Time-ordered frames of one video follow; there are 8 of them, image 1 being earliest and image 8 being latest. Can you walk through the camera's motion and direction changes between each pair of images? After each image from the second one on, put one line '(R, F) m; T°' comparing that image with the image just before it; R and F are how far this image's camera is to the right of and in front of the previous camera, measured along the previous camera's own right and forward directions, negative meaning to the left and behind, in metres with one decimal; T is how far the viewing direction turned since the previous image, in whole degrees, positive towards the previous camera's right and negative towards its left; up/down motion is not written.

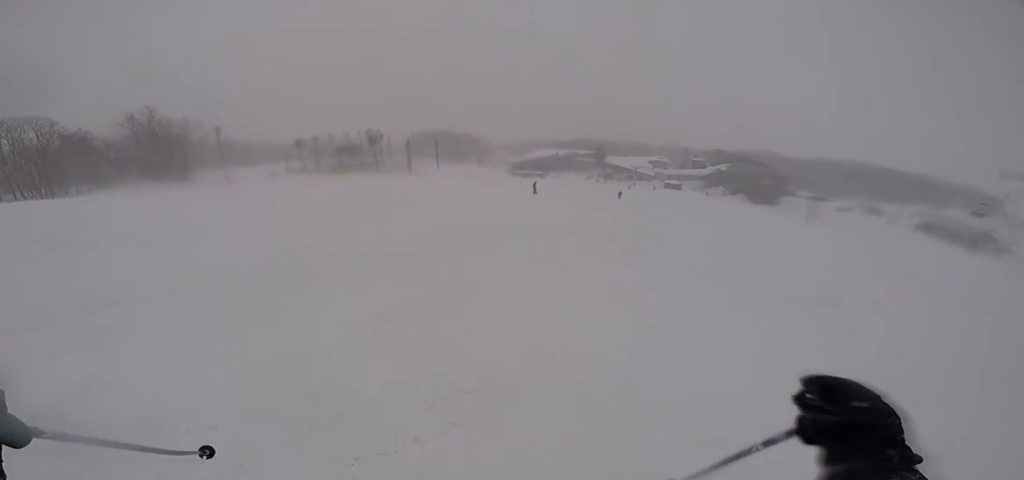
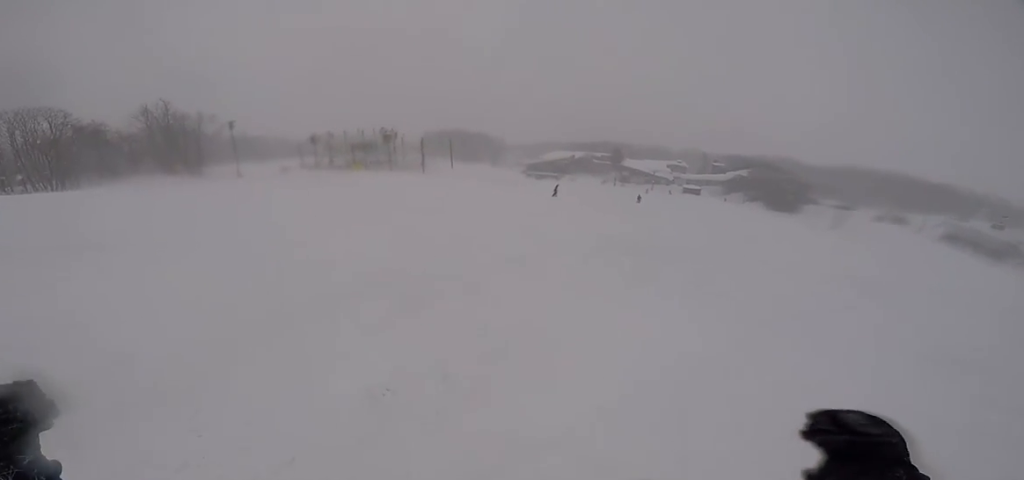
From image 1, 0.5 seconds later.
(0.0, +2.0) m; -7°
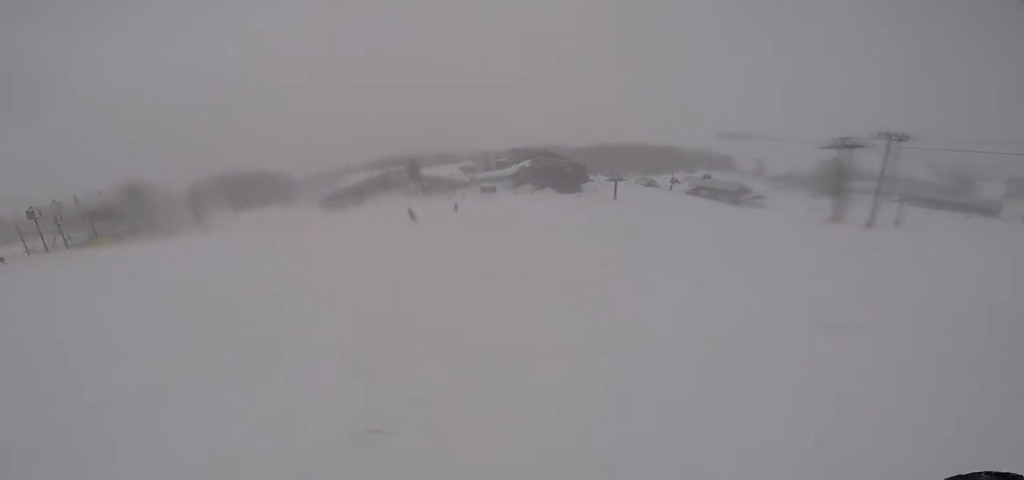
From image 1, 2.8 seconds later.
(-0.4, +9.7) m; +21°
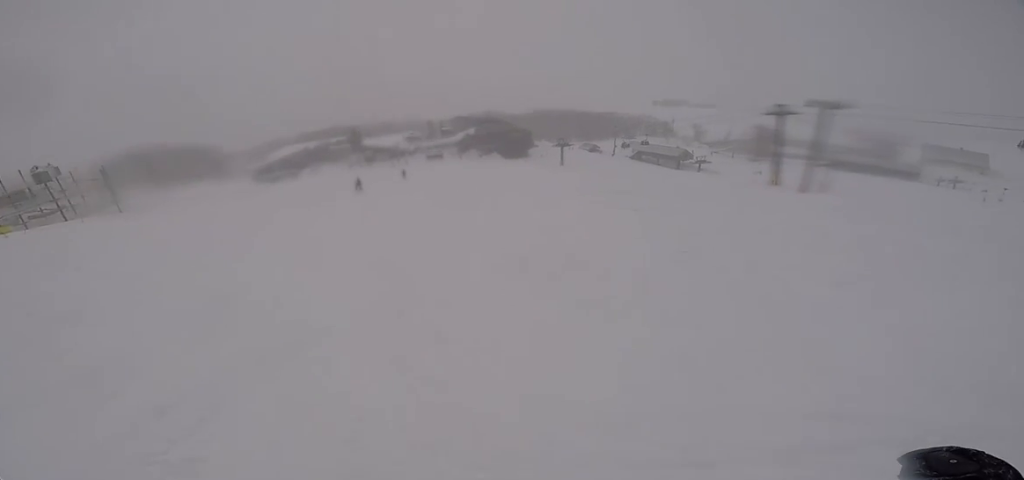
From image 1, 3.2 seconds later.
(0.0, +2.3) m; +13°
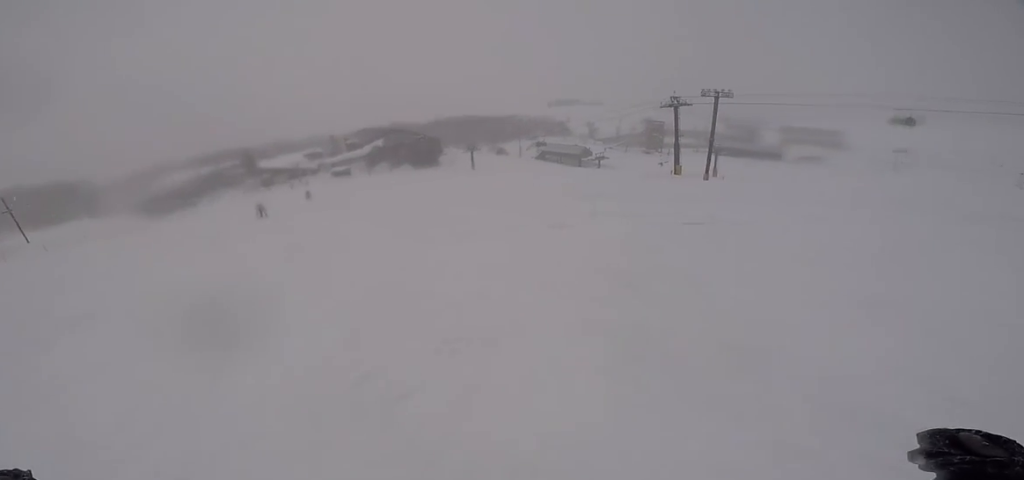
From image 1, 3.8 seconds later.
(+0.6, +2.8) m; +13°
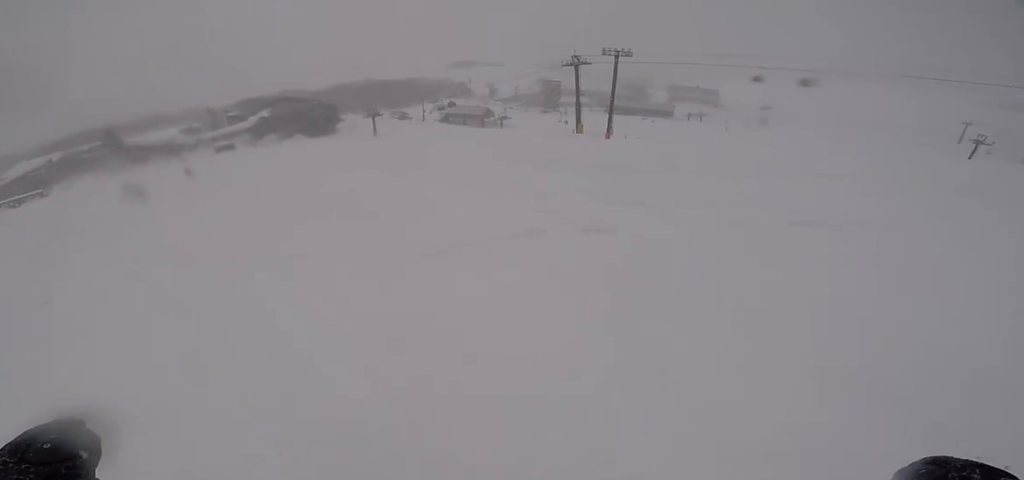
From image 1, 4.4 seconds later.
(+0.4, +3.3) m; +13°
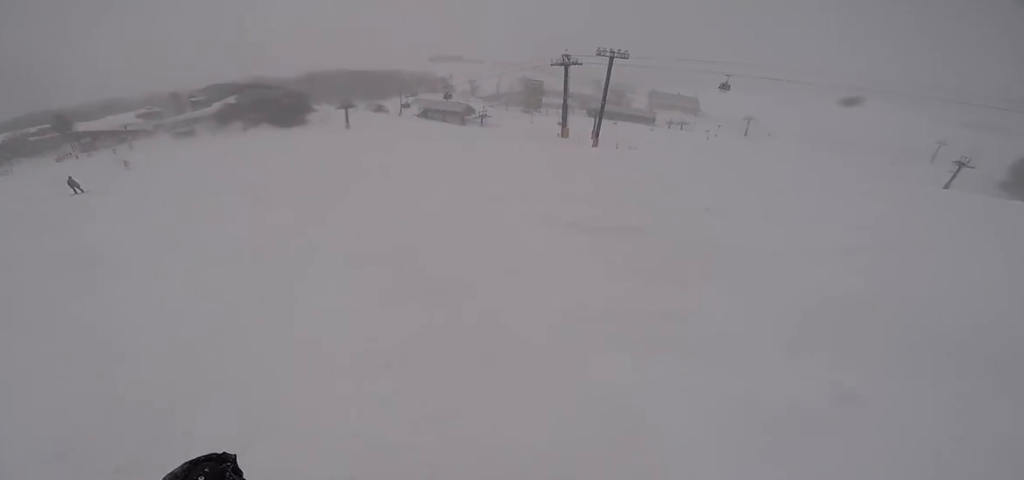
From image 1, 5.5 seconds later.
(+0.5, +5.7) m; -7°
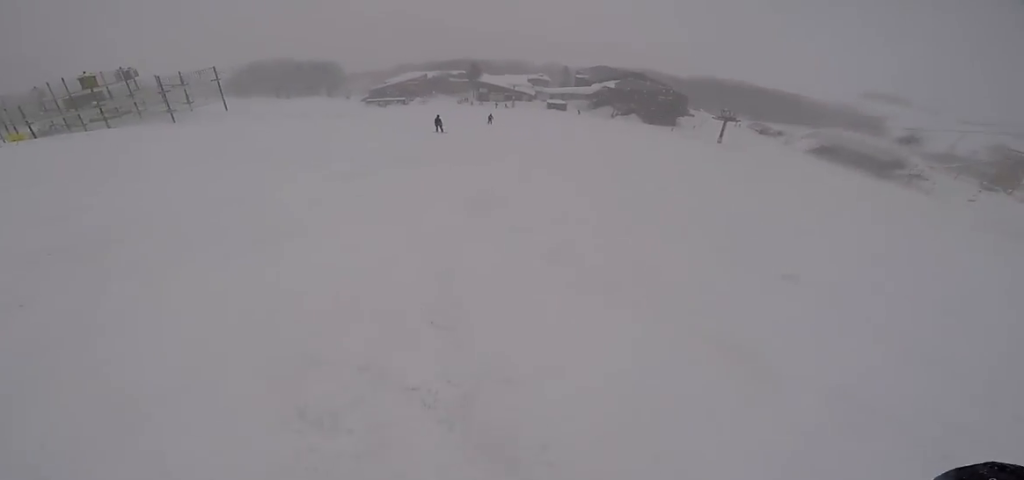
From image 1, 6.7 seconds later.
(-1.9, +5.4) m; -46°
